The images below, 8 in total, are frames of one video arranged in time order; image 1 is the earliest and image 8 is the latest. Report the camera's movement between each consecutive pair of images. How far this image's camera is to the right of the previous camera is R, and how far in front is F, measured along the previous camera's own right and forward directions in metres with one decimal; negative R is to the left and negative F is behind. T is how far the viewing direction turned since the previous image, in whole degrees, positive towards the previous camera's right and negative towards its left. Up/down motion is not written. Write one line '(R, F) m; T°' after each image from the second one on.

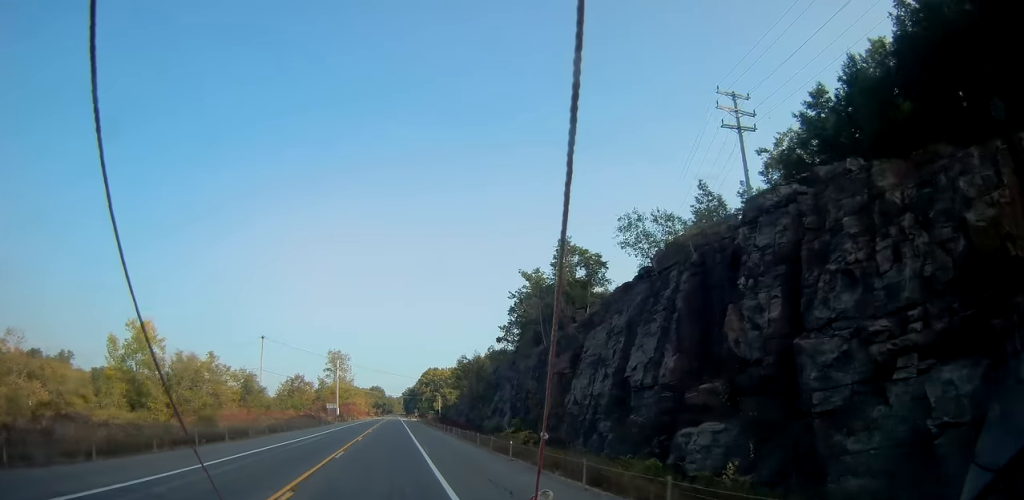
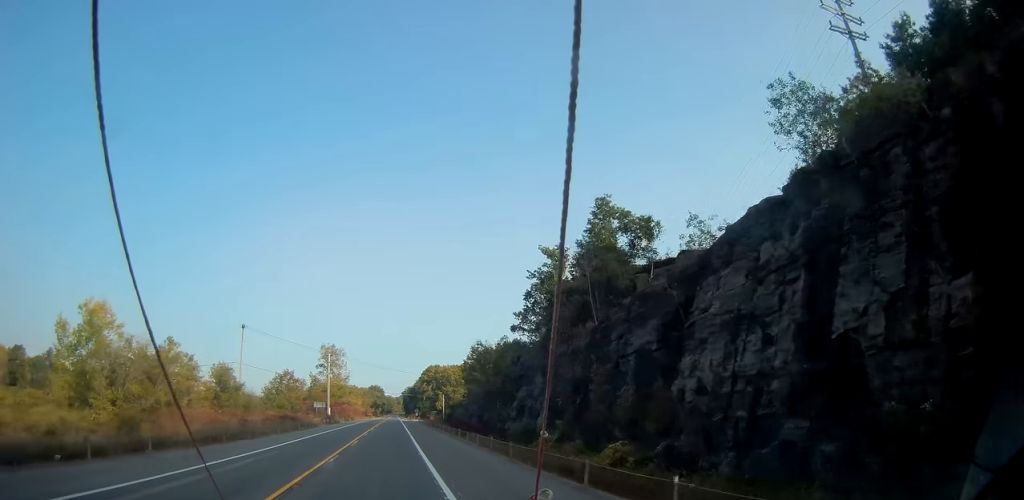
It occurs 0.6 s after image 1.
(-0.1, +14.9) m; 0°
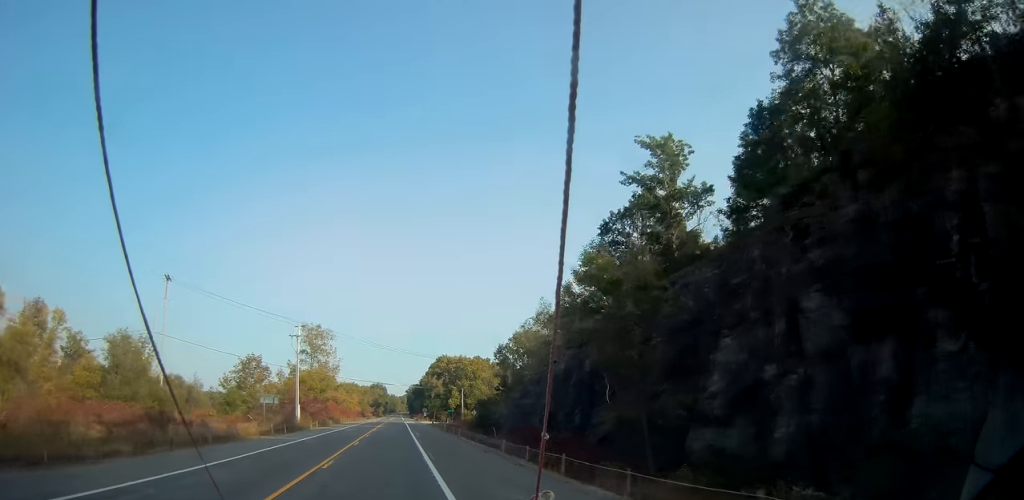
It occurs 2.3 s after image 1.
(0.0, +37.0) m; +1°
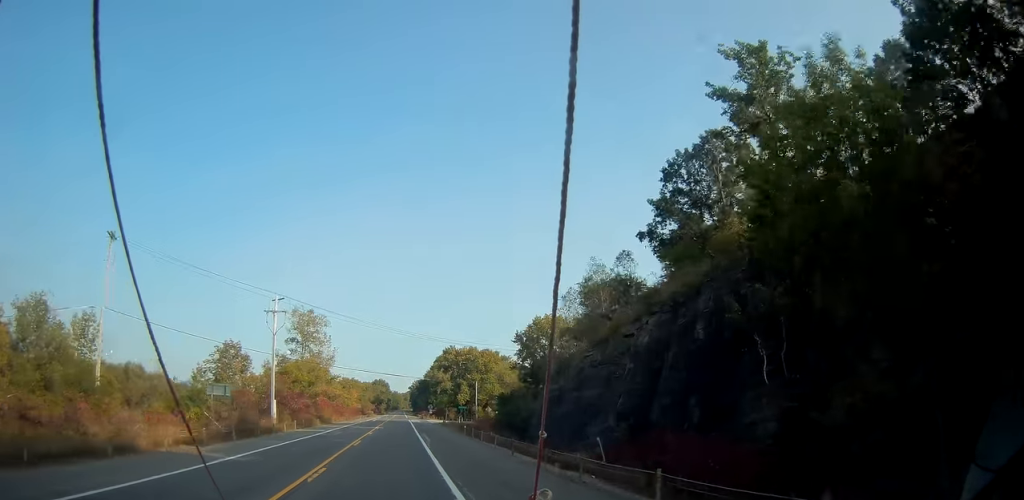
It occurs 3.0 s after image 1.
(+0.2, +15.8) m; 0°
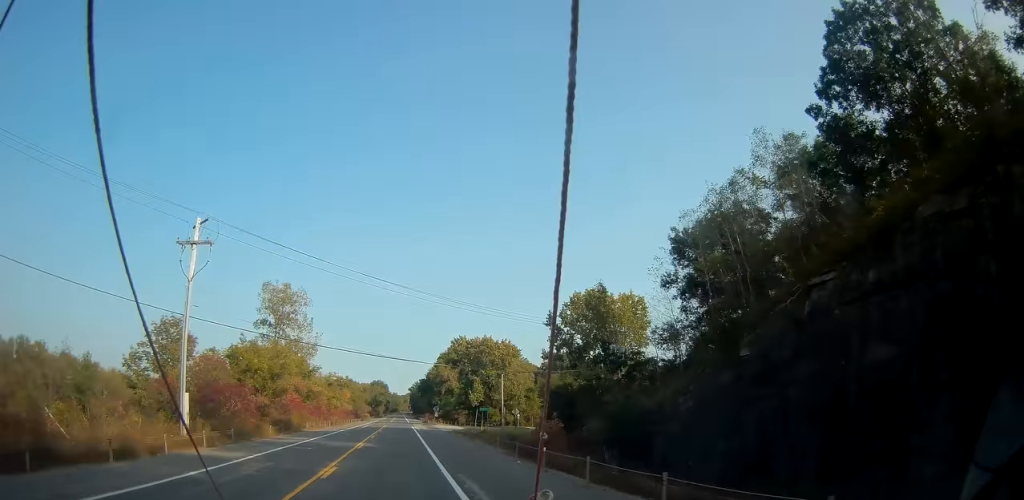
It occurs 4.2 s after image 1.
(-0.2, +24.6) m; -1°
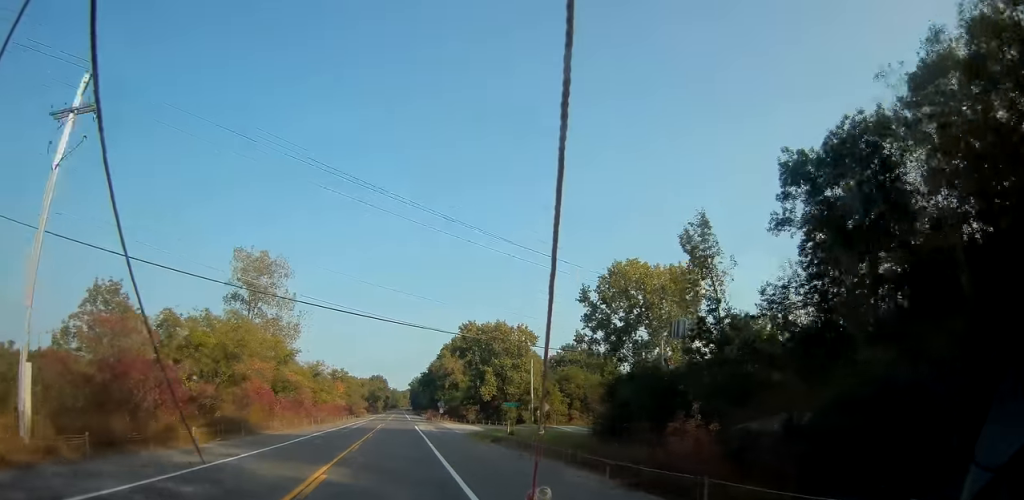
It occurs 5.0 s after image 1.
(-0.1, +16.0) m; 0°
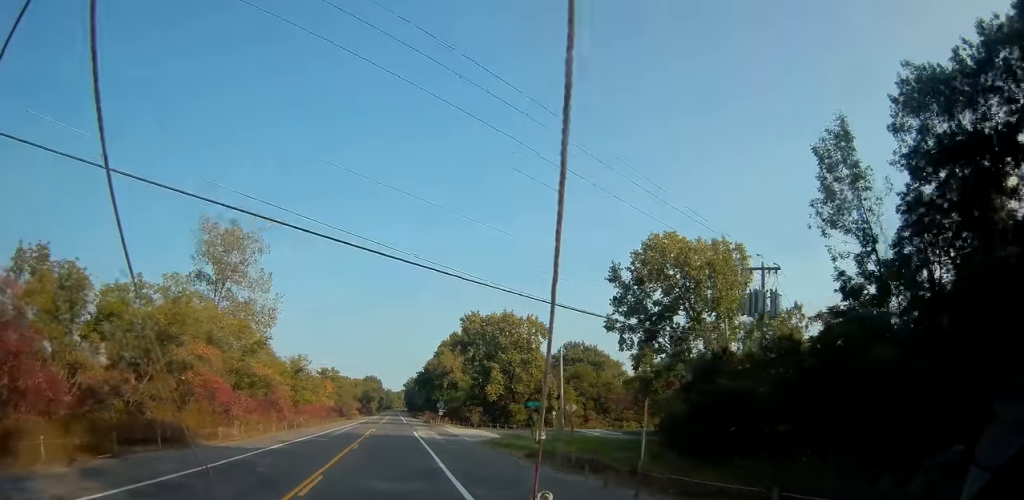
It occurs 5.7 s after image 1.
(+0.2, +11.8) m; +1°
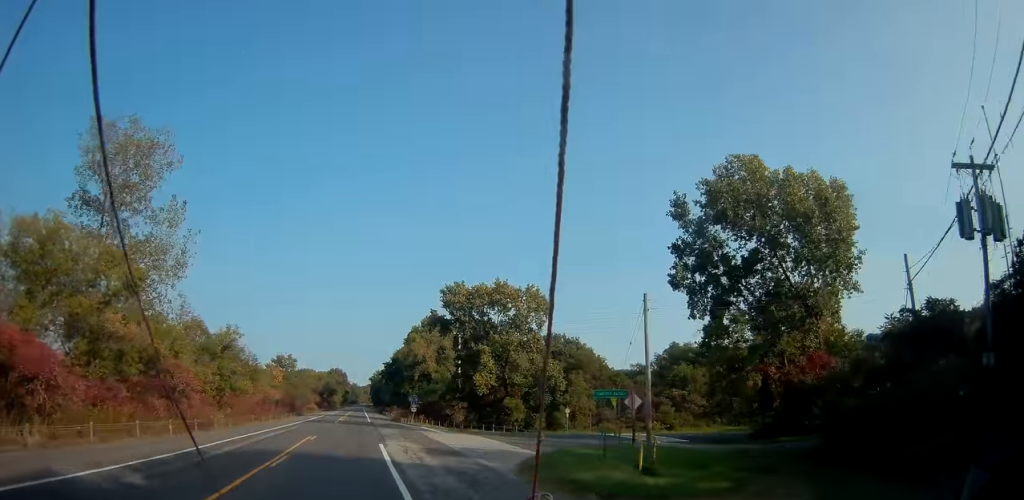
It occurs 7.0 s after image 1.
(+0.4, +20.8) m; +4°
